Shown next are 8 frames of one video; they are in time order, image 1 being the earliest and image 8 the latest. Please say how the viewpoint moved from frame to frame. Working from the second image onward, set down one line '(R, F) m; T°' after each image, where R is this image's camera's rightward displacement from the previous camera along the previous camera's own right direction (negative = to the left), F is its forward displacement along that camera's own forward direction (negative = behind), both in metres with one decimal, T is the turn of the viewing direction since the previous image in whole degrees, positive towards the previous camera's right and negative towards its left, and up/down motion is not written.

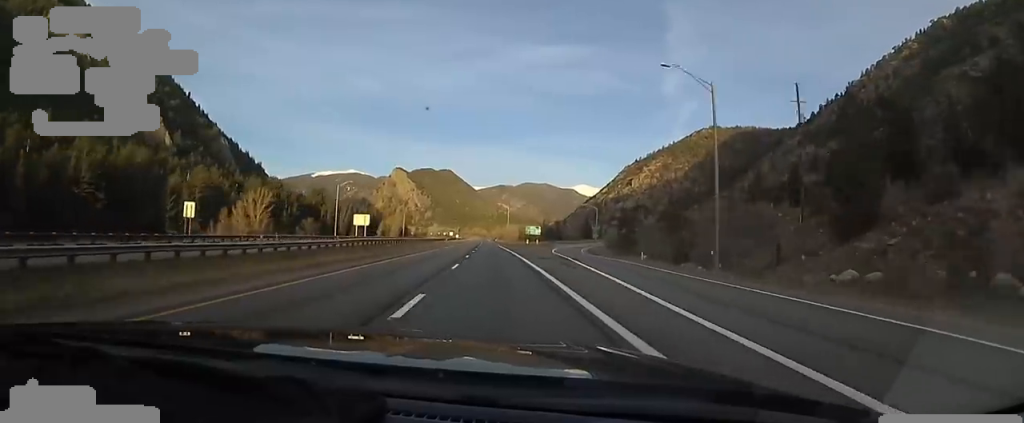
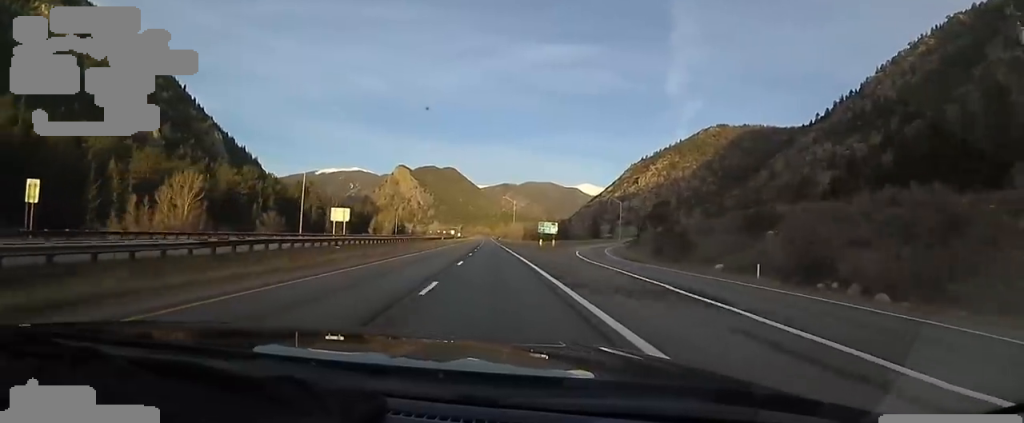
(-0.2, +19.9) m; 0°
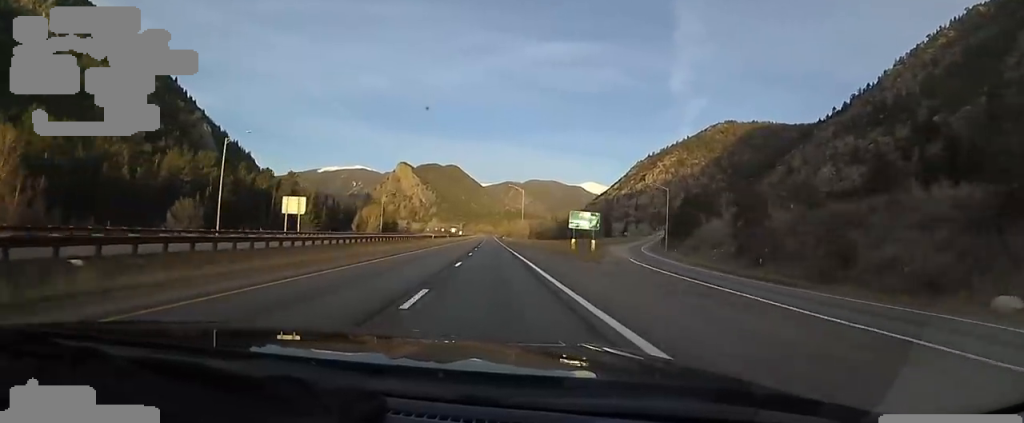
(+0.1, +26.3) m; 0°
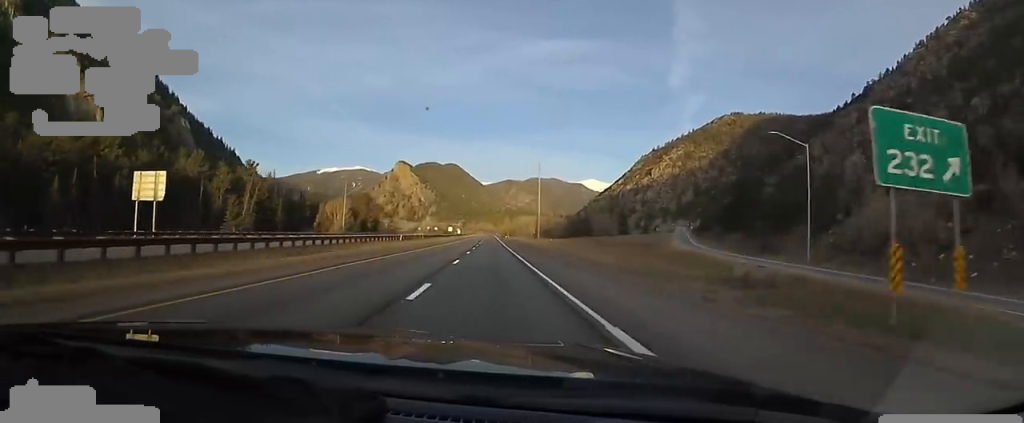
(+0.2, +35.9) m; -2°
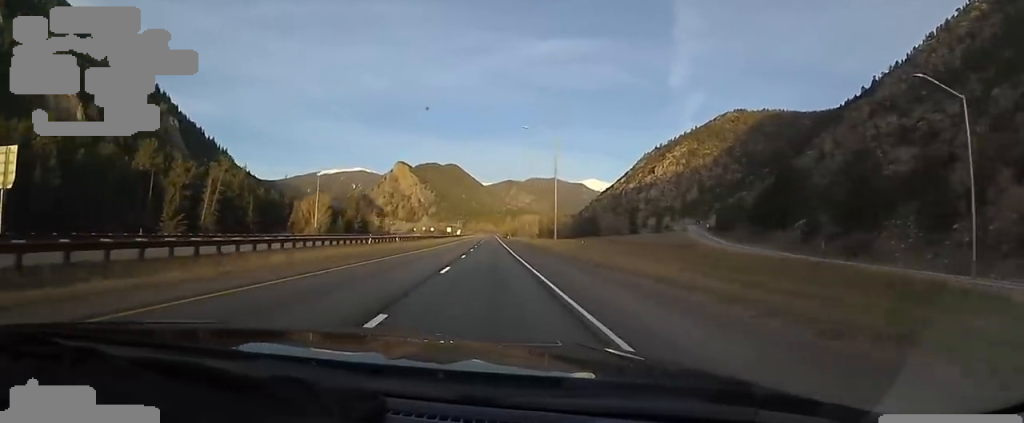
(-0.2, +16.8) m; -1°
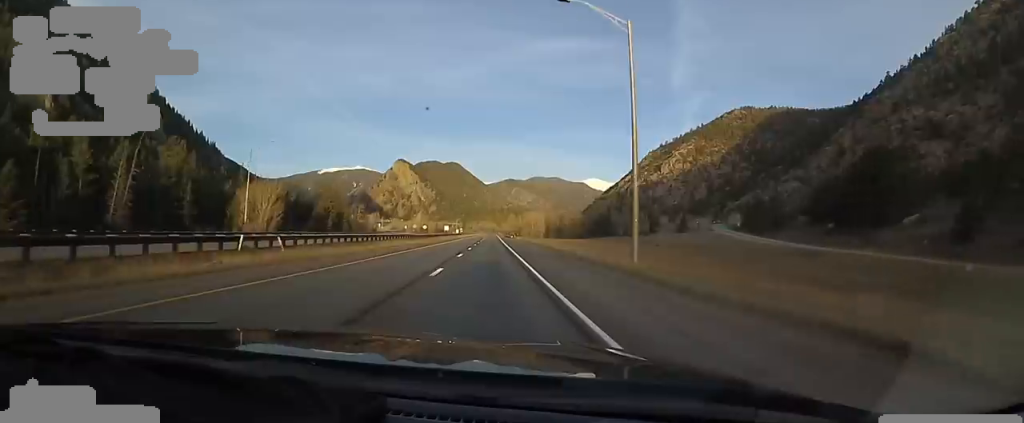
(-1.2, +26.3) m; 0°
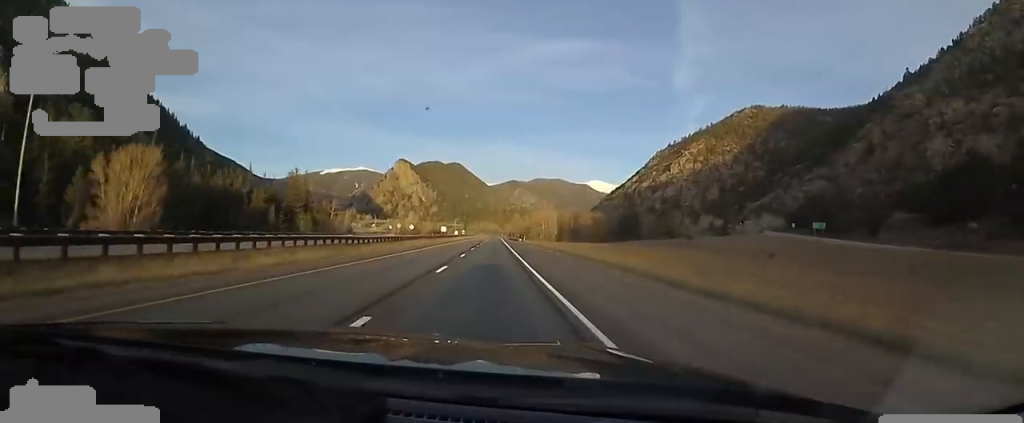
(+1.7, +34.7) m; +2°
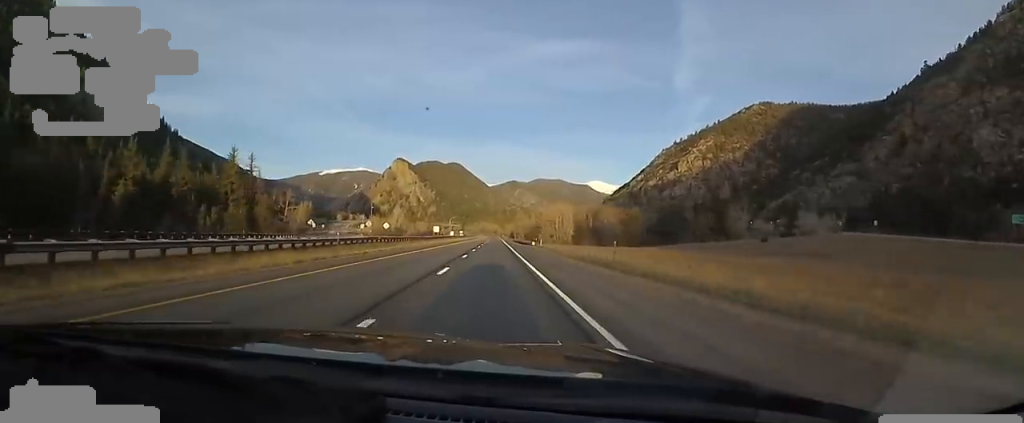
(-0.9, +36.9) m; -2°
